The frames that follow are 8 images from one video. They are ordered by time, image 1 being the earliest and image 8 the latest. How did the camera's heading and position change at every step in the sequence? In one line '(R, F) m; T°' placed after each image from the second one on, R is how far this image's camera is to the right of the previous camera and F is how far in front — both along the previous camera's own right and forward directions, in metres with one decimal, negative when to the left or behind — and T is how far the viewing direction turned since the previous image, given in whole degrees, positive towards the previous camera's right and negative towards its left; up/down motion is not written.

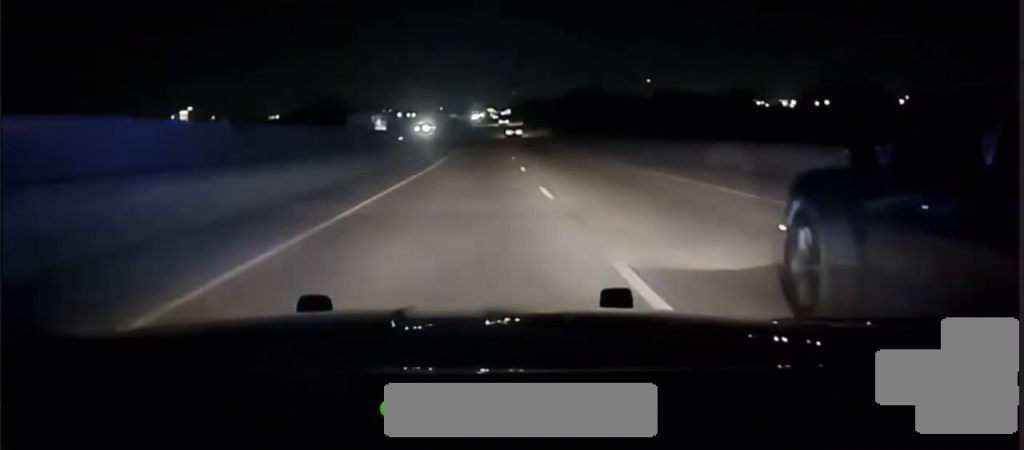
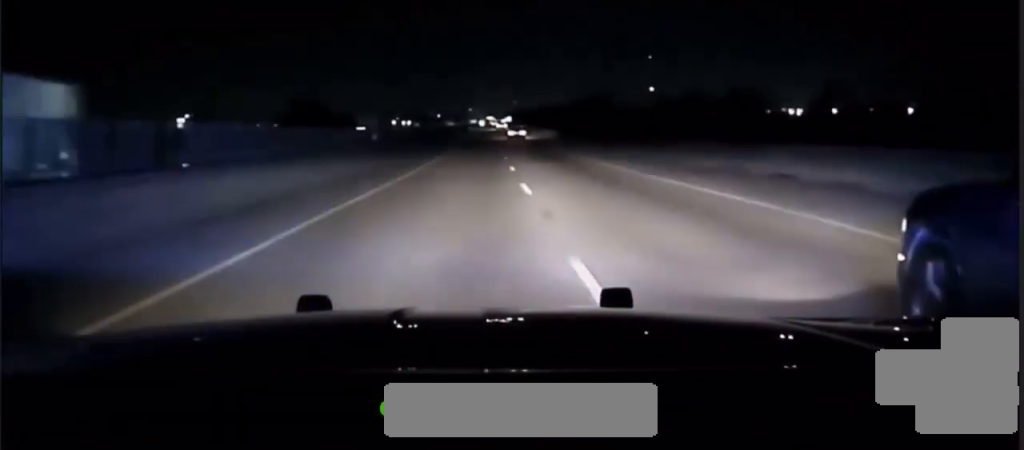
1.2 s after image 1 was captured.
(+0.2, +48.8) m; 0°
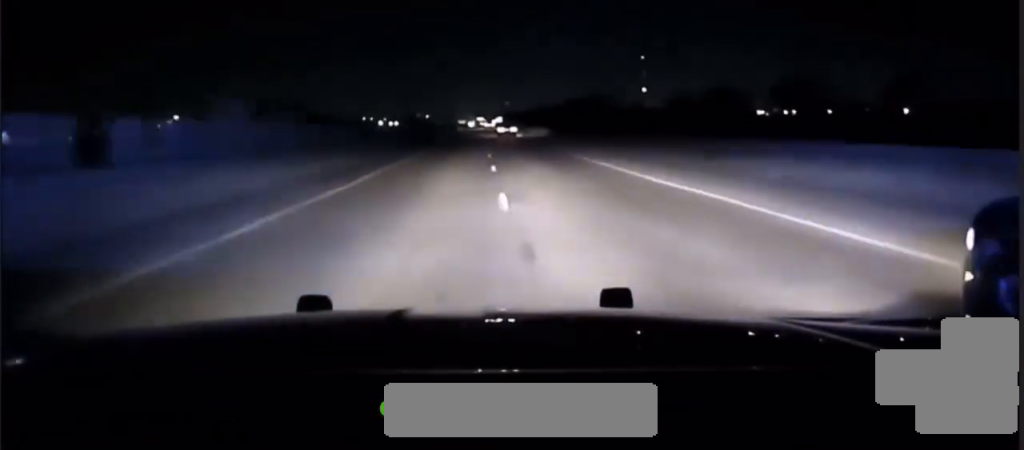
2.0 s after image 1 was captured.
(+0.1, +31.0) m; 0°
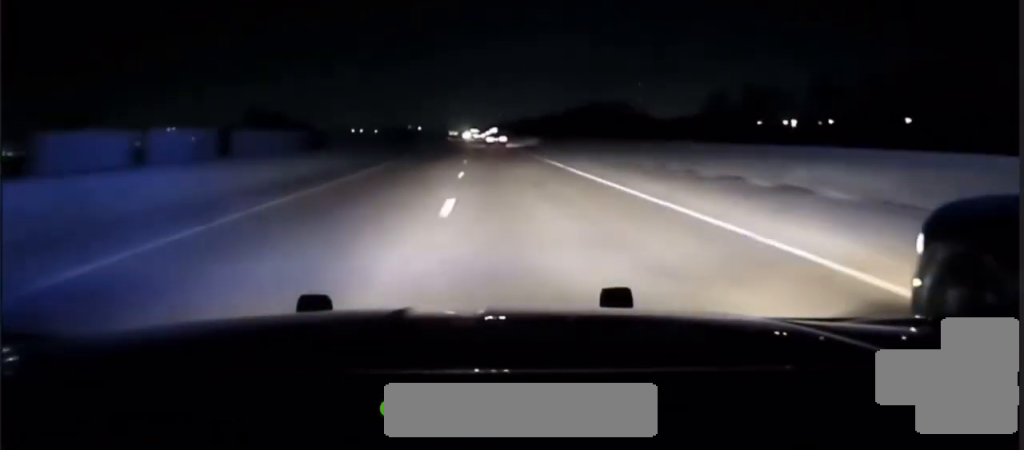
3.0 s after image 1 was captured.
(+0.3, +41.8) m; +1°
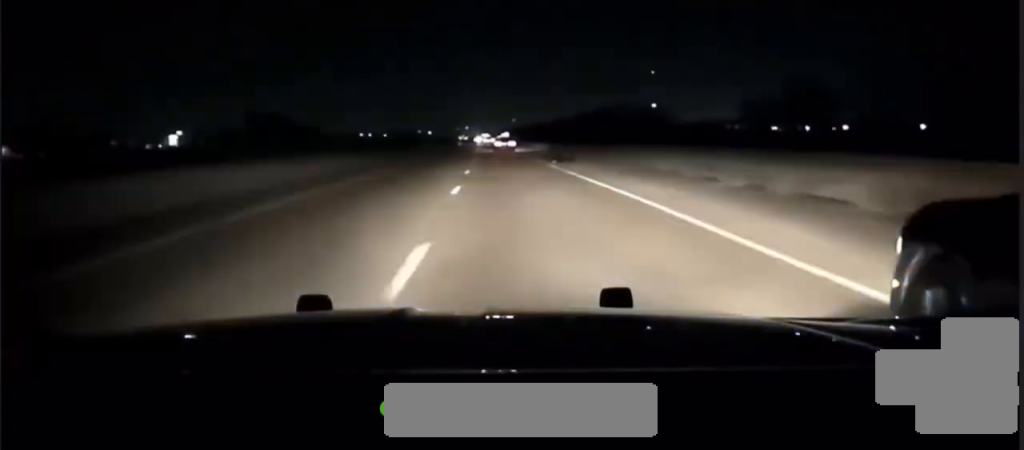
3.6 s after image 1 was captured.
(0.0, +20.2) m; 0°
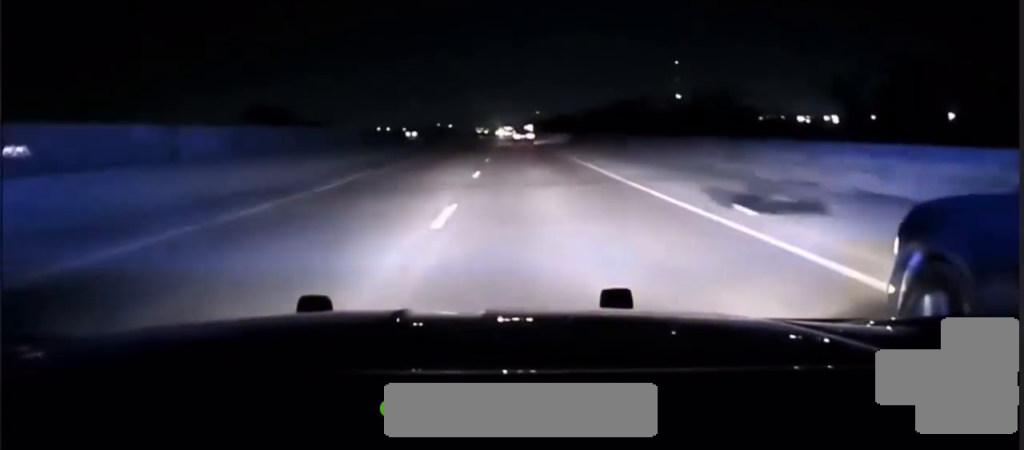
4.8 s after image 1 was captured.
(-0.3, +31.7) m; -1°
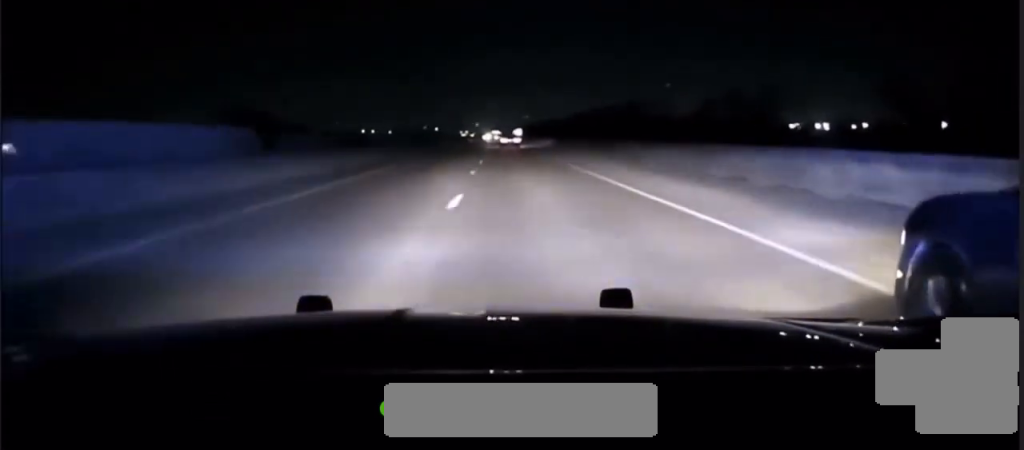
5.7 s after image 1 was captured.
(-0.1, +19.6) m; 0°
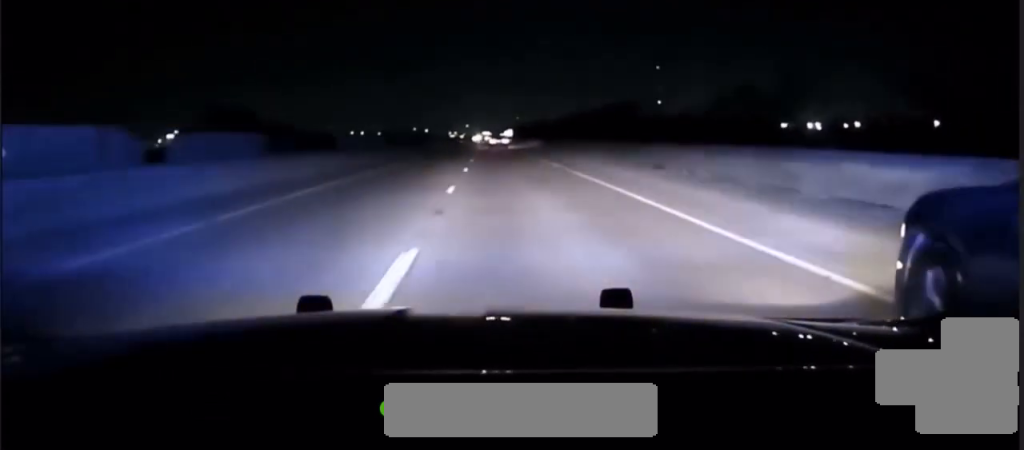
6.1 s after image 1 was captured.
(0.0, +7.5) m; 0°
